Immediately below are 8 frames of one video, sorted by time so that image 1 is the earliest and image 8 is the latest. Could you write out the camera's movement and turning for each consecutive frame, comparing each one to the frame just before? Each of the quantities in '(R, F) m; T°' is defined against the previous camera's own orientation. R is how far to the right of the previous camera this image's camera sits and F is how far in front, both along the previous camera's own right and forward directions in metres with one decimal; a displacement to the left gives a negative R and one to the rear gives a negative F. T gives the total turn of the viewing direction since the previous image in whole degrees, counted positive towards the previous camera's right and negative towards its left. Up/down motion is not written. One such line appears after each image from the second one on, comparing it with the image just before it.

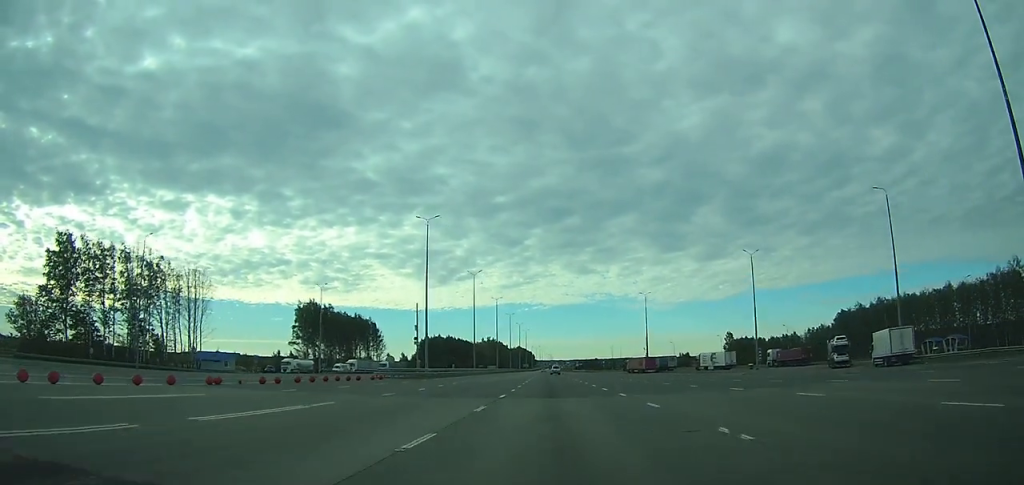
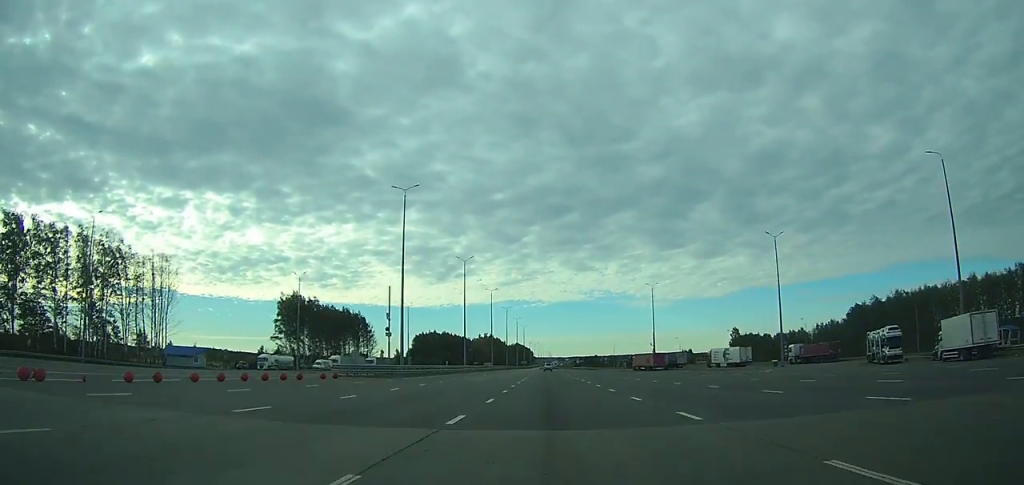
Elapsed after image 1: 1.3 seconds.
(-0.5, +13.1) m; -2°
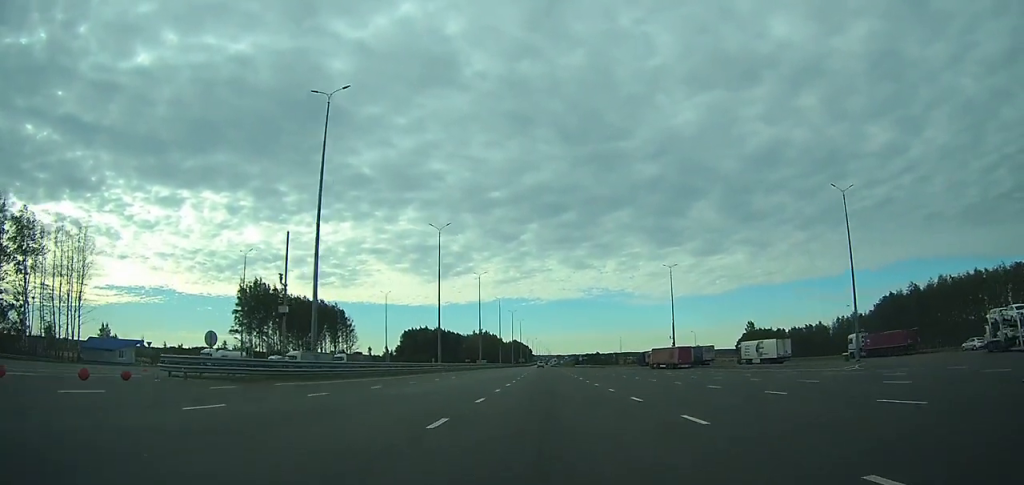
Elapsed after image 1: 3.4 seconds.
(-0.4, +25.2) m; -1°
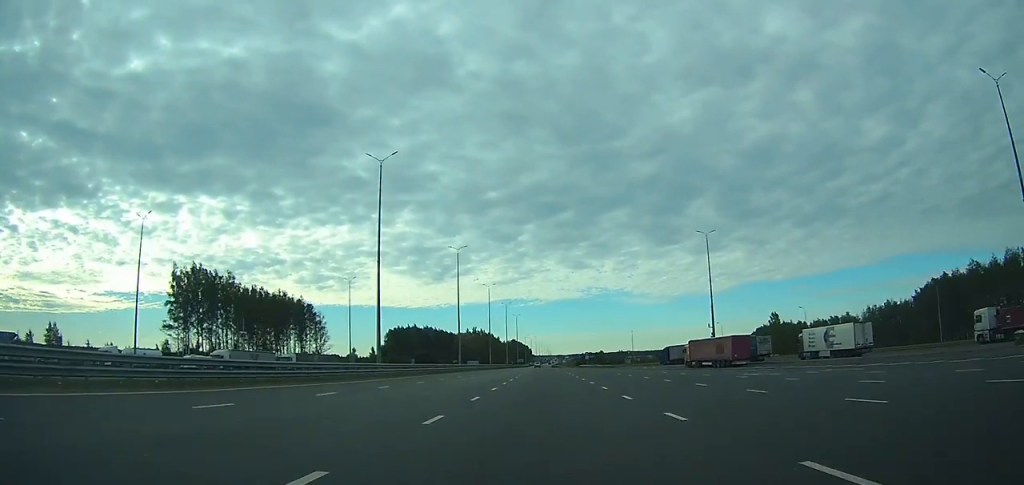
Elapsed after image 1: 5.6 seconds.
(-0.2, +30.0) m; -1°
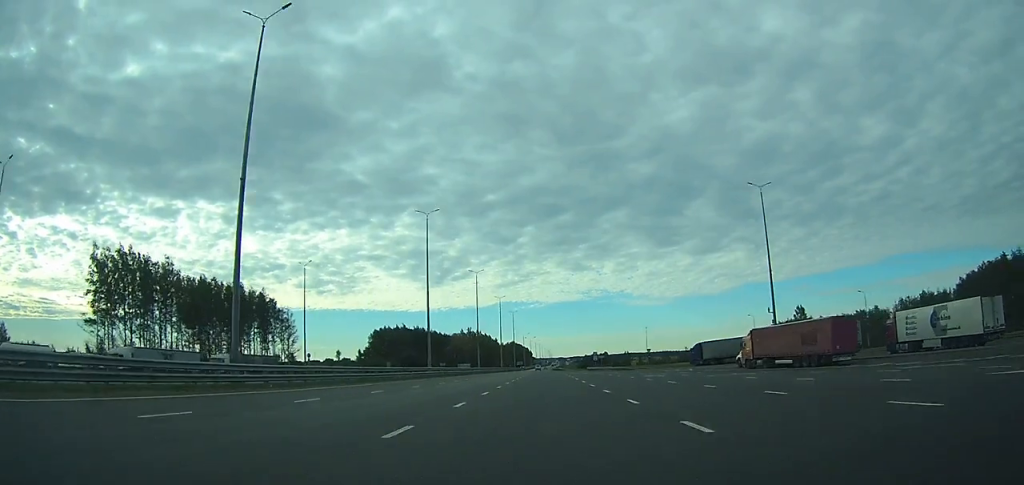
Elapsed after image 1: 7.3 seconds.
(-0.1, +25.6) m; 0°
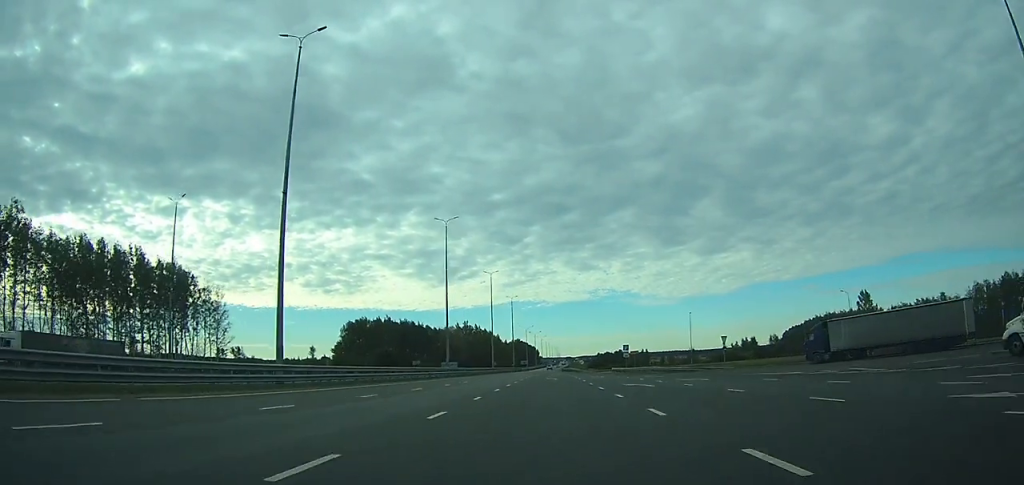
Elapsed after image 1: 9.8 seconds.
(-0.1, +45.2) m; 0°
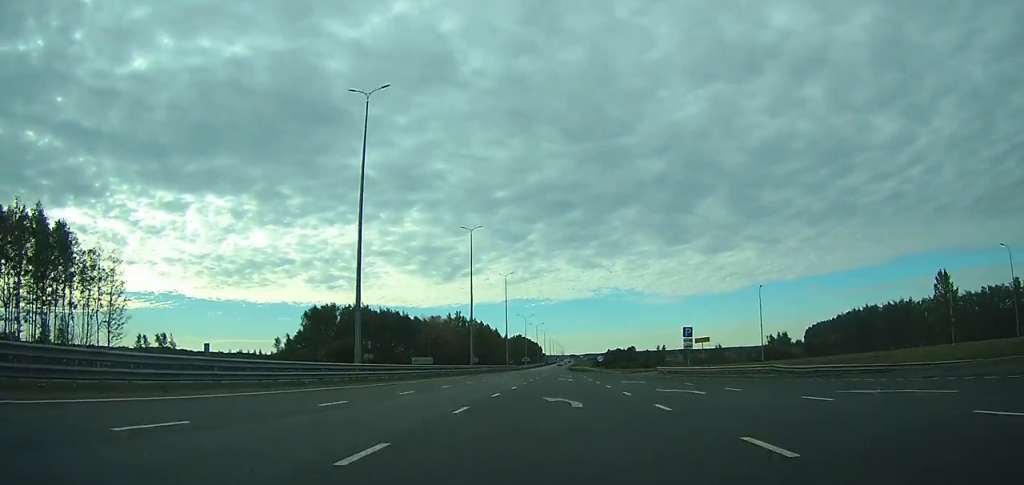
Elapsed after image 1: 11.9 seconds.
(-0.2, +41.2) m; 0°
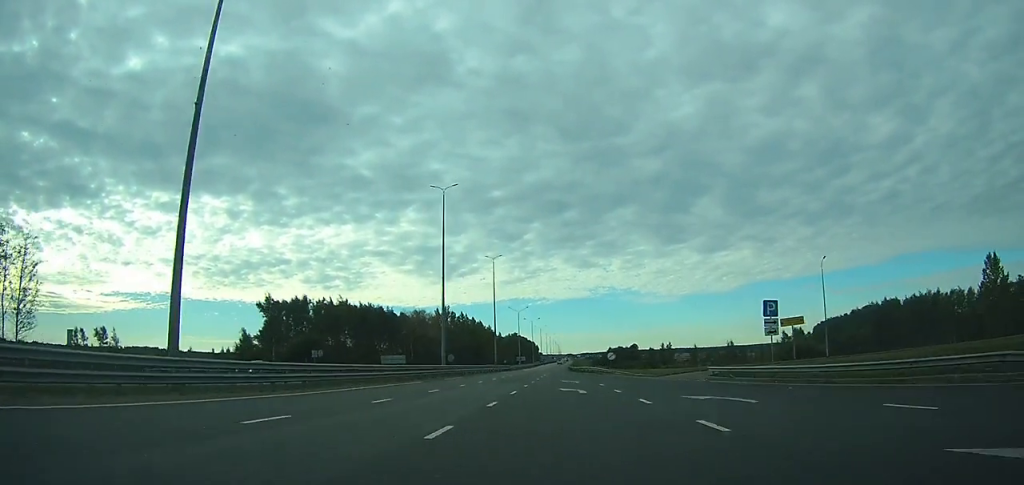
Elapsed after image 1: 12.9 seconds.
(0.0, +21.9) m; 0°
